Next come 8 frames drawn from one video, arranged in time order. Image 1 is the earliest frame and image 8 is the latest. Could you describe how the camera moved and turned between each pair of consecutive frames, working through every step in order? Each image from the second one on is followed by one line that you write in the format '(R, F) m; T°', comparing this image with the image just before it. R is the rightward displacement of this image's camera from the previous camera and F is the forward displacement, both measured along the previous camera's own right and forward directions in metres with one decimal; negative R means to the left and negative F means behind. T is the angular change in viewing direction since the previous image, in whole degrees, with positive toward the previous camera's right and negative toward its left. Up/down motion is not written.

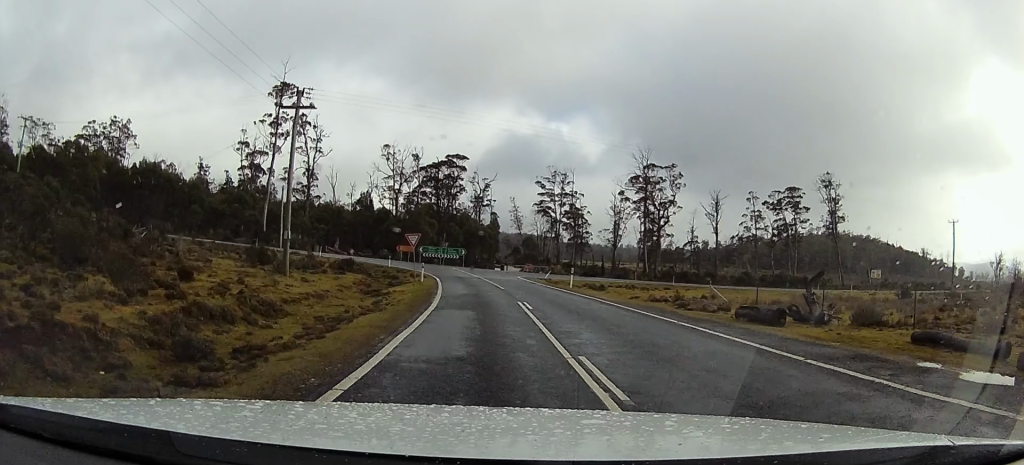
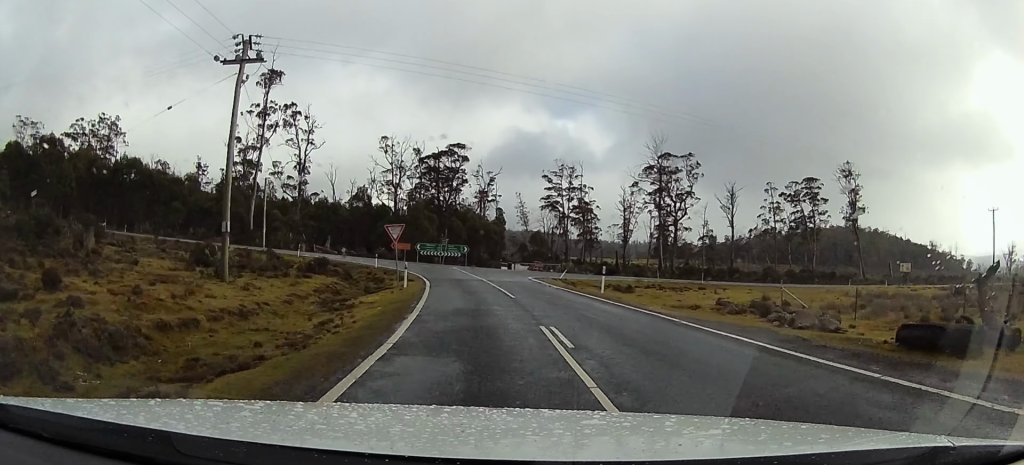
(0.0, +8.1) m; -1°
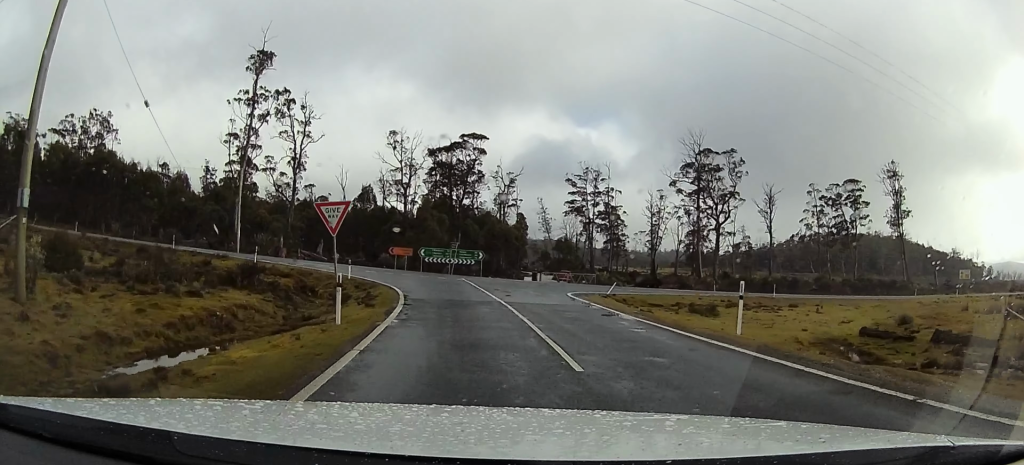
(-0.1, +13.5) m; -2°
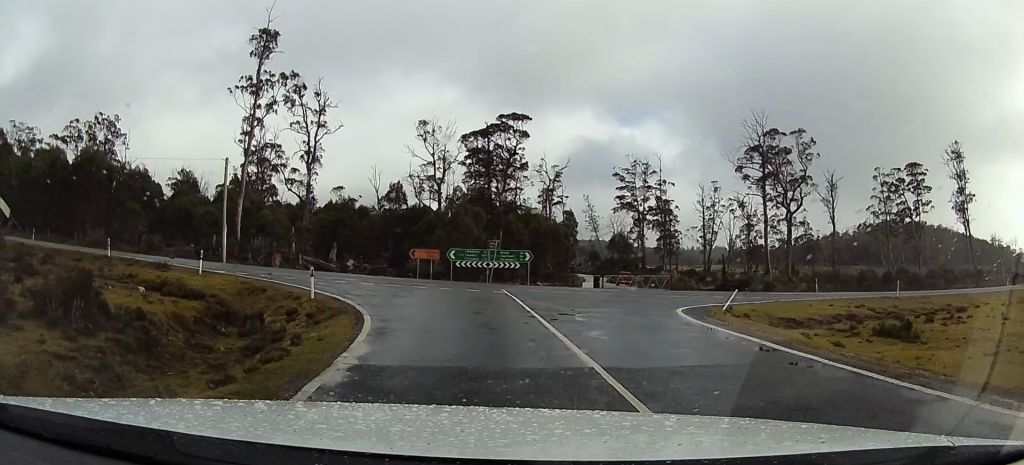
(-0.3, +13.7) m; -3°
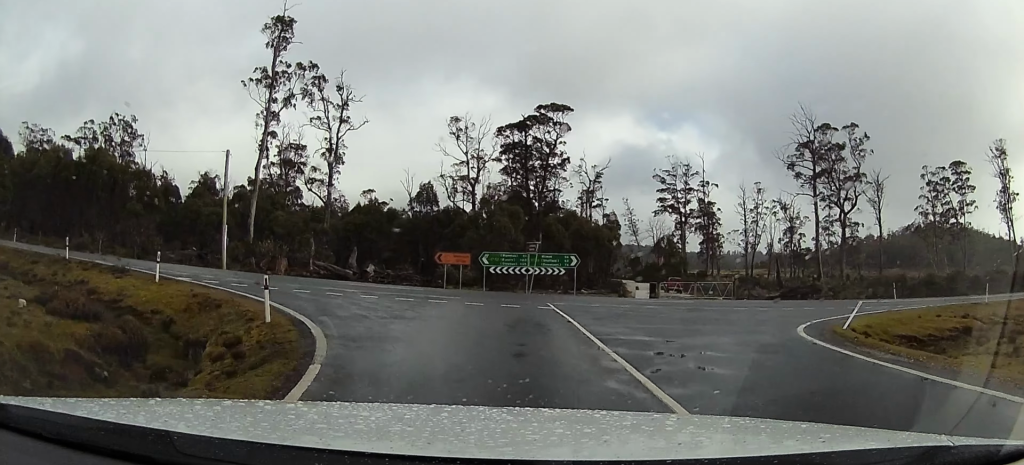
(-0.1, +7.4) m; -5°
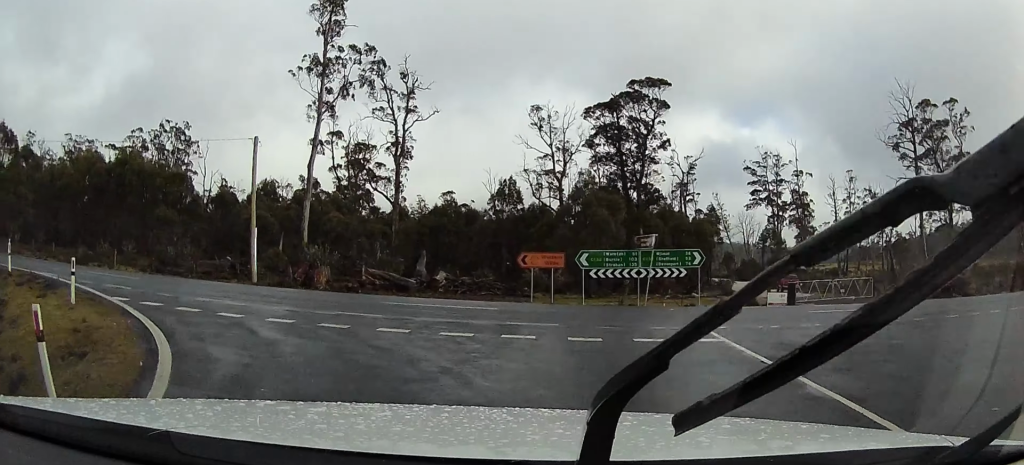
(-1.1, +8.6) m; -12°
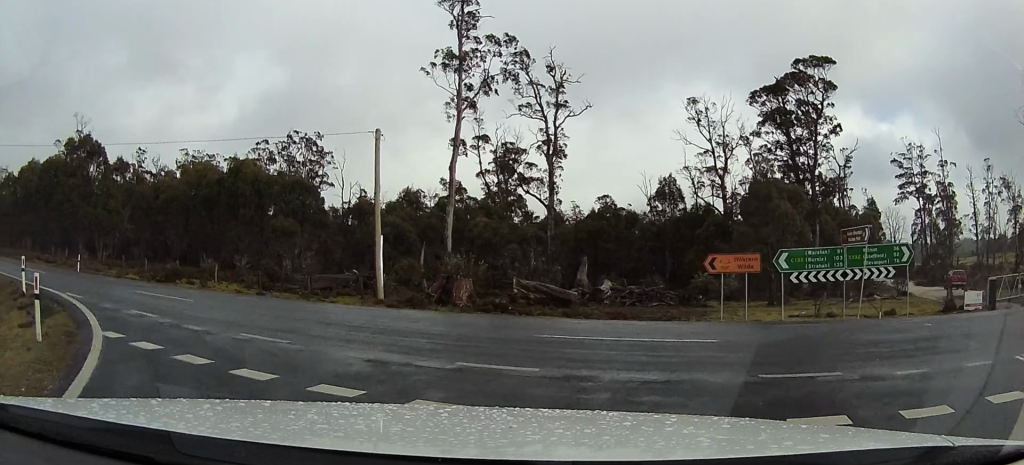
(-0.3, +5.8) m; -15°
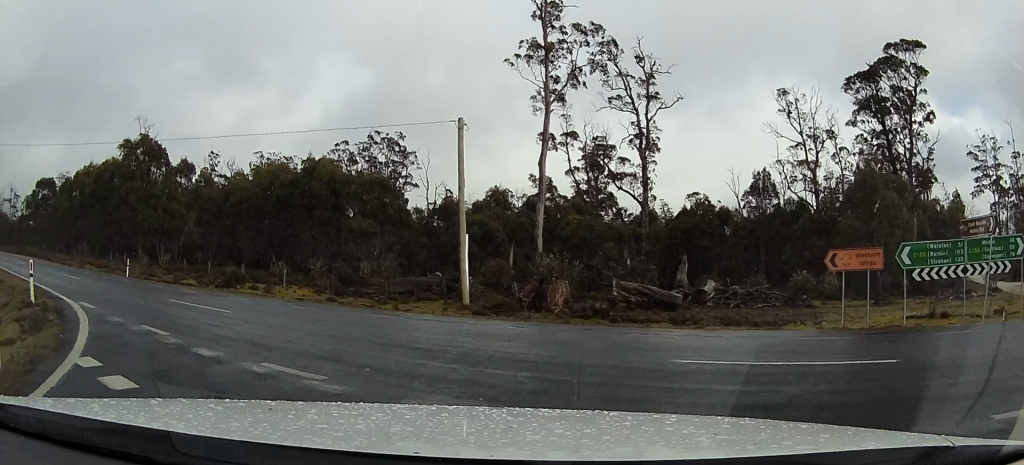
(-0.7, +2.9) m; -22°
